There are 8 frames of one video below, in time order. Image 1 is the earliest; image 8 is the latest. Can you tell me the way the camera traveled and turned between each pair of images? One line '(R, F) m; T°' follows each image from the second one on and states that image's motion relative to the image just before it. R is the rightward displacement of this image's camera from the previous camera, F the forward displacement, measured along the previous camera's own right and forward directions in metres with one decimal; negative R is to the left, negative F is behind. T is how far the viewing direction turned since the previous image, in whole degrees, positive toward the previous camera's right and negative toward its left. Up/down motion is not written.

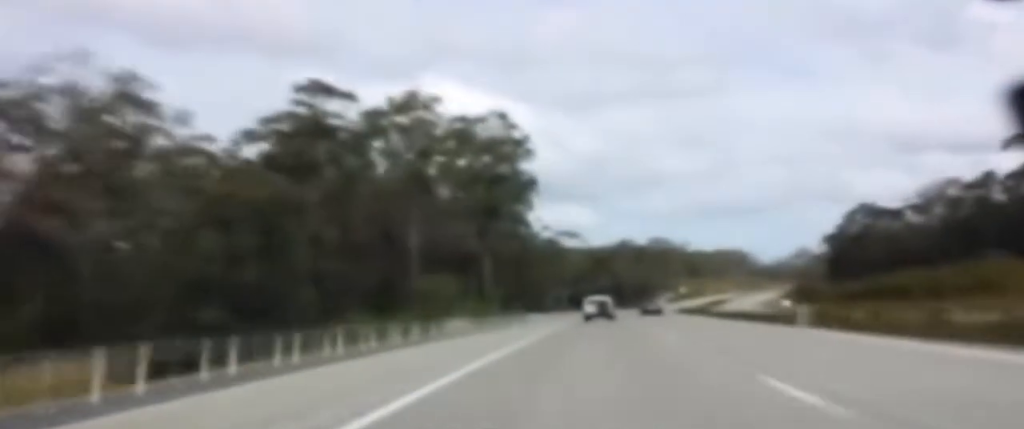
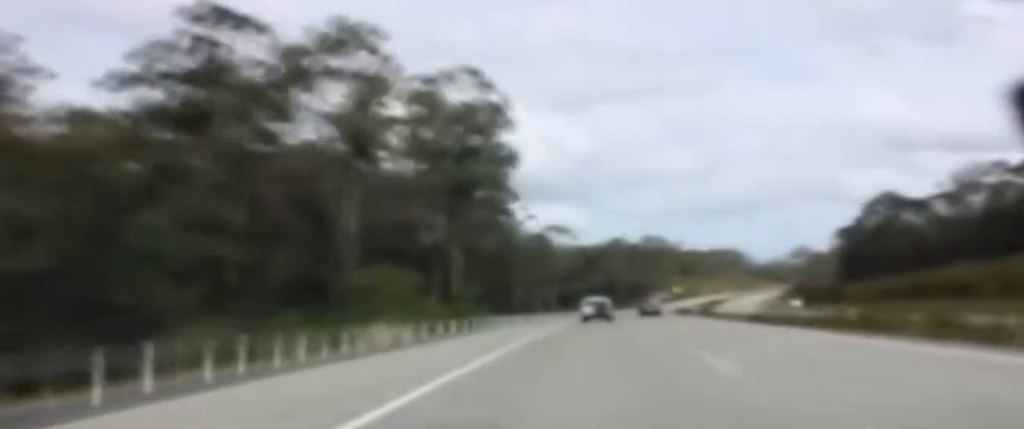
(-0.2, +20.2) m; 0°
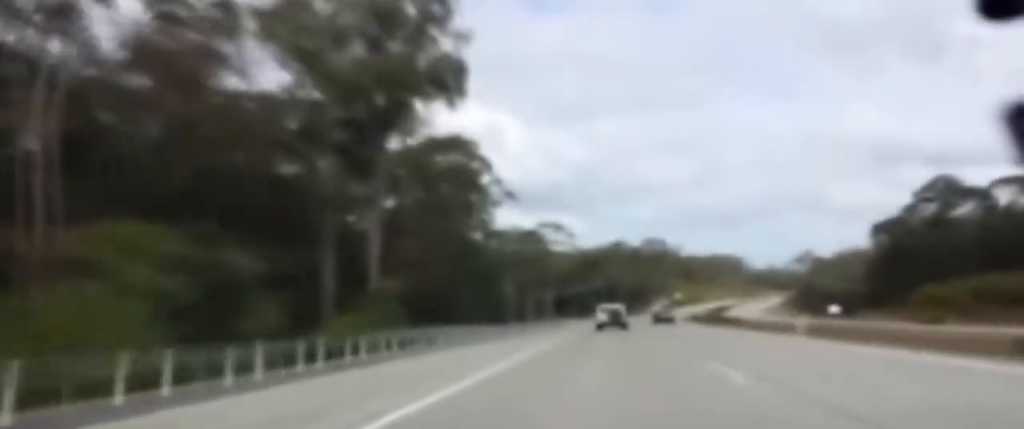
(+0.2, +38.6) m; +1°
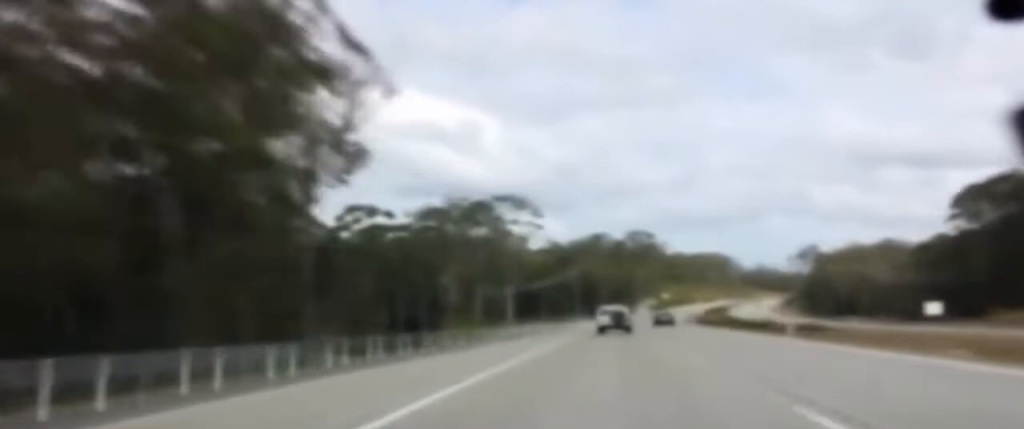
(+1.2, +57.2) m; +2°
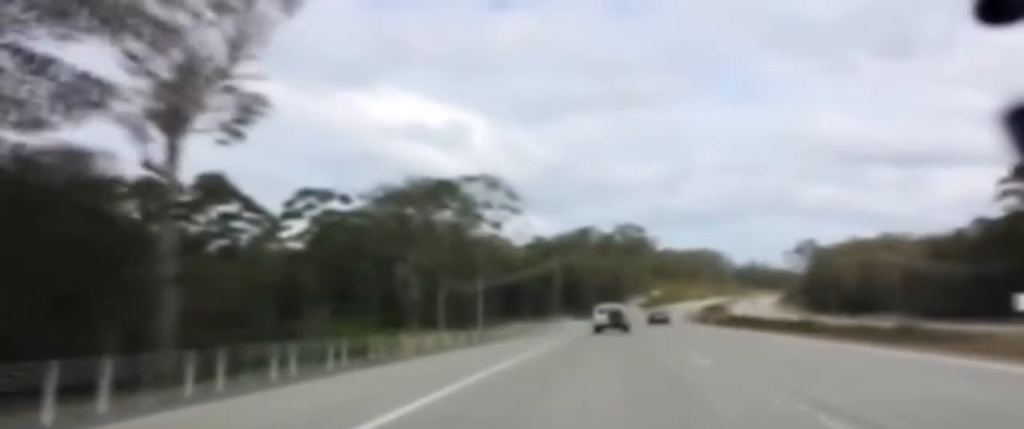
(+0.2, +26.5) m; +1°
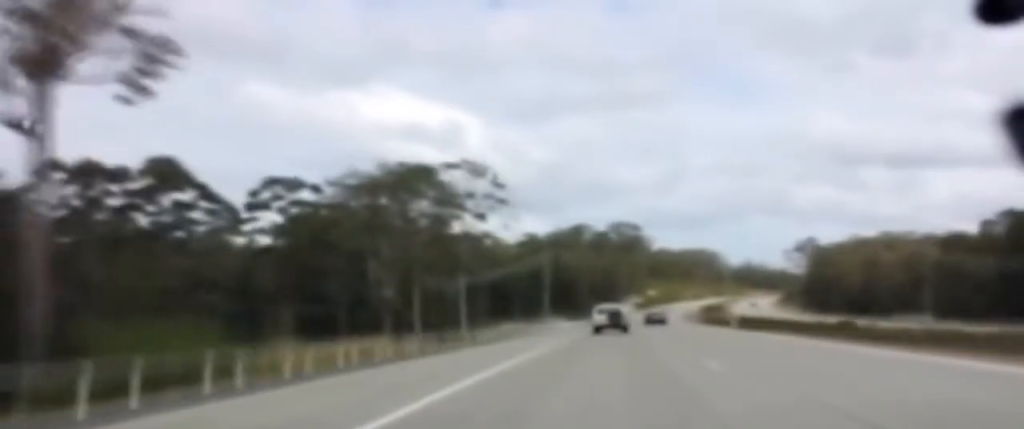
(-0.1, +14.2) m; 0°
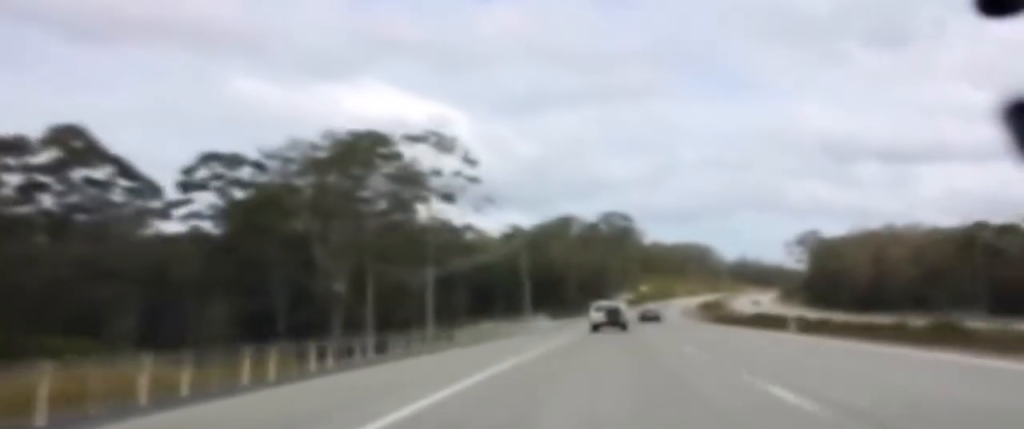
(+0.1, +19.2) m; 0°
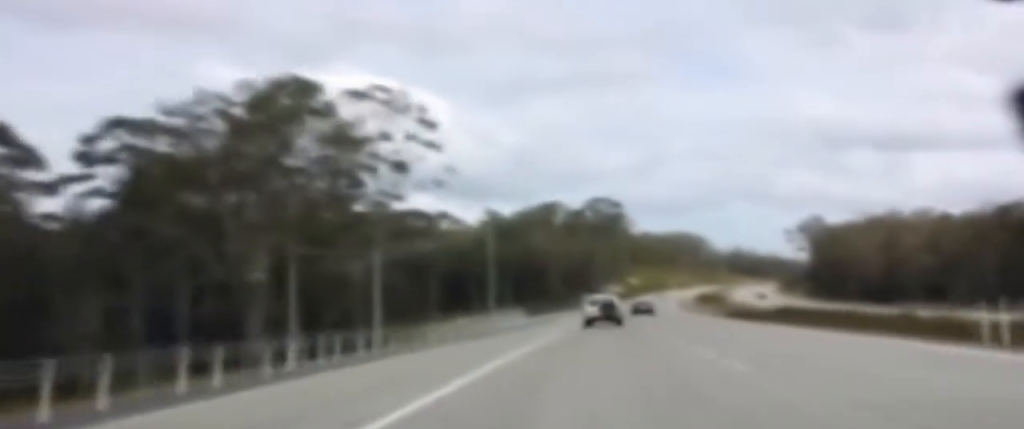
(0.0, +19.2) m; 0°
